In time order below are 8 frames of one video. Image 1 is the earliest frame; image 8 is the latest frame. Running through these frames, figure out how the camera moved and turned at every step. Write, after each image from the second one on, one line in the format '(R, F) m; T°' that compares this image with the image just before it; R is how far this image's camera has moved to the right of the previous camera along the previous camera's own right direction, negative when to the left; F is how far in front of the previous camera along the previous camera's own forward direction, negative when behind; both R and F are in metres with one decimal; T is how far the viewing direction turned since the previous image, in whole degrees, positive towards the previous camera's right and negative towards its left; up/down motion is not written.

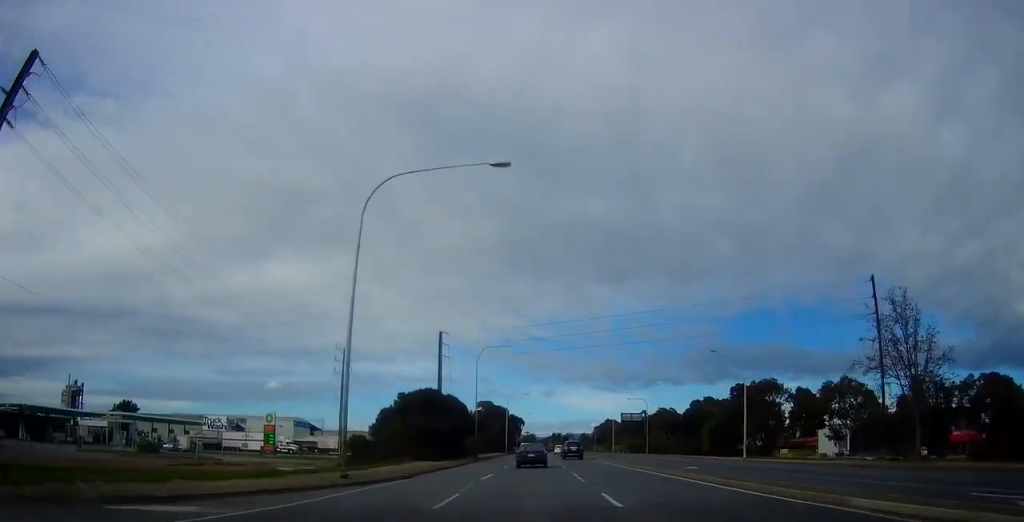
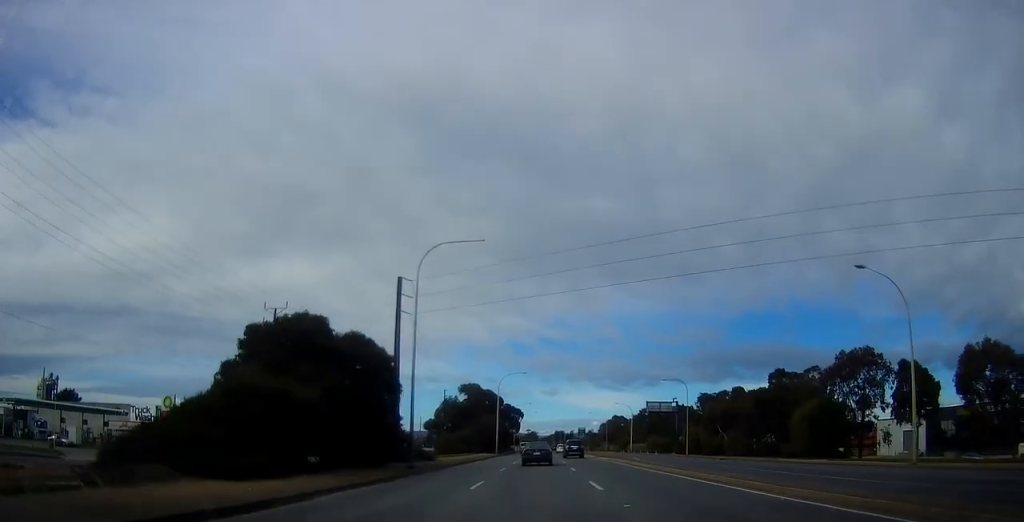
(+0.2, +29.6) m; -1°
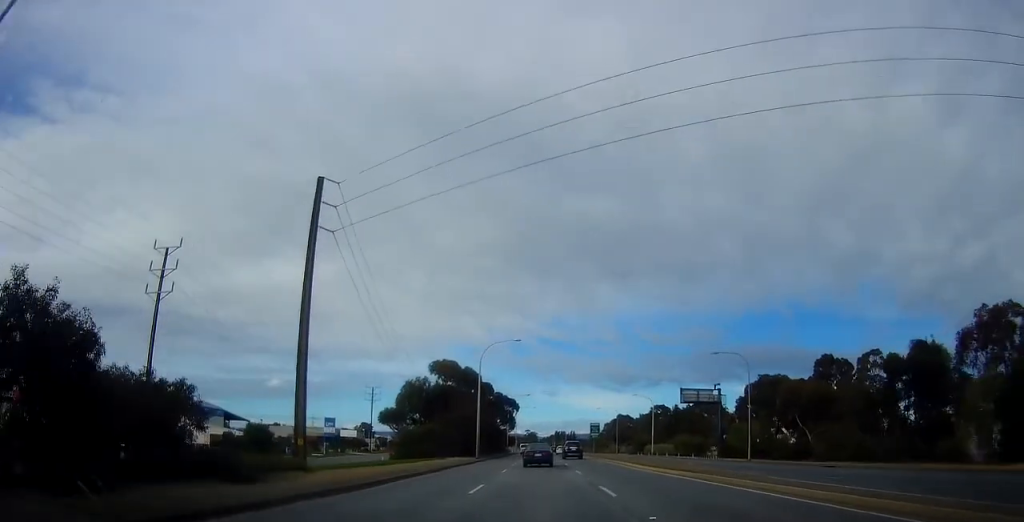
(-0.2, +25.7) m; +1°
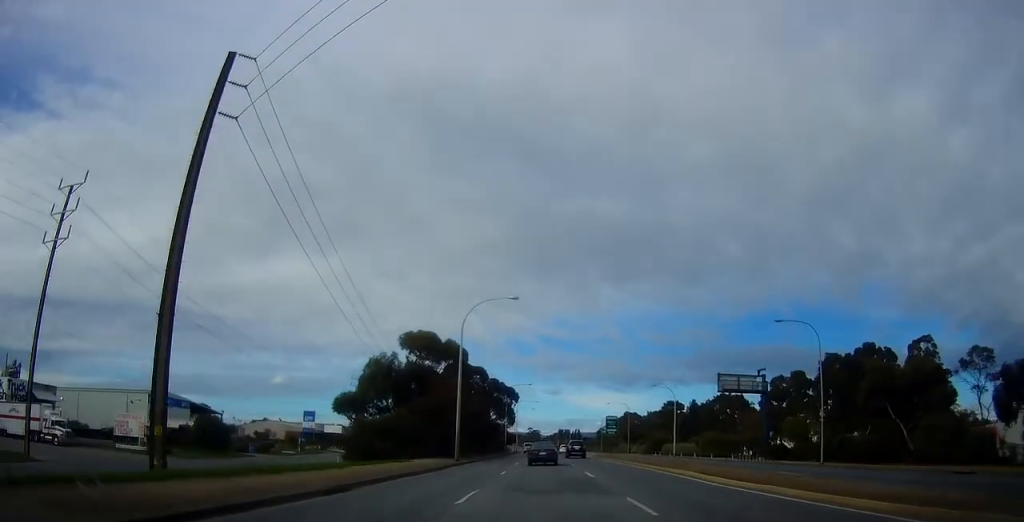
(0.0, +15.7) m; 0°
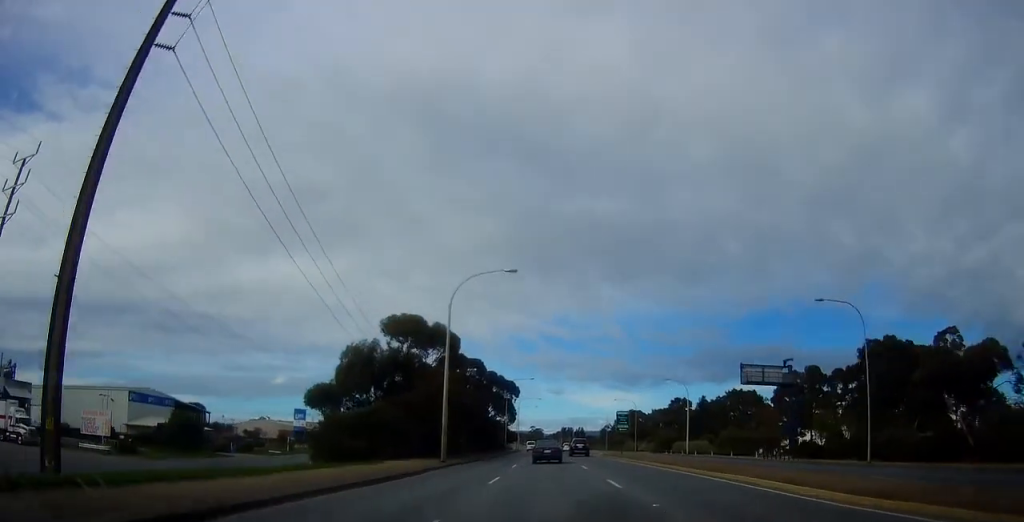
(0.0, +6.8) m; -1°
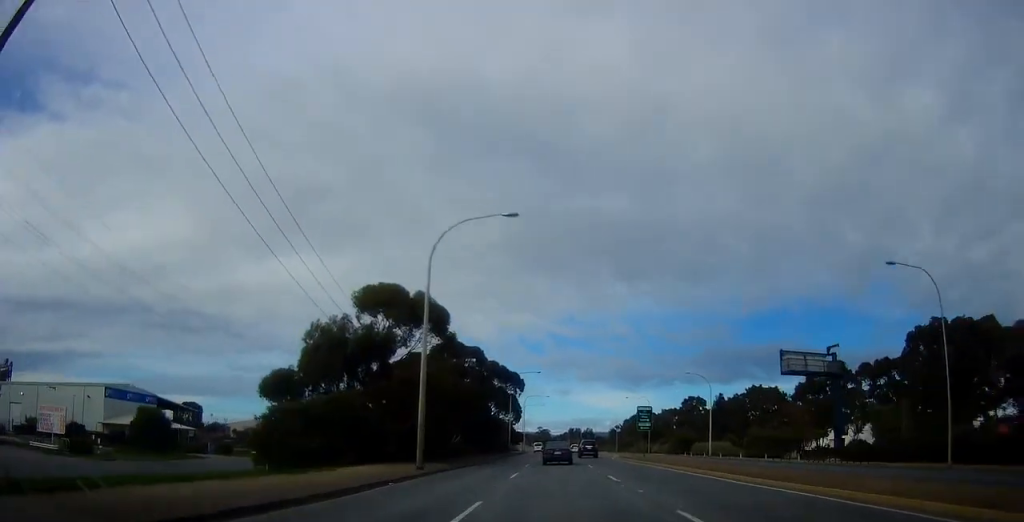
(+0.1, +8.5) m; -1°
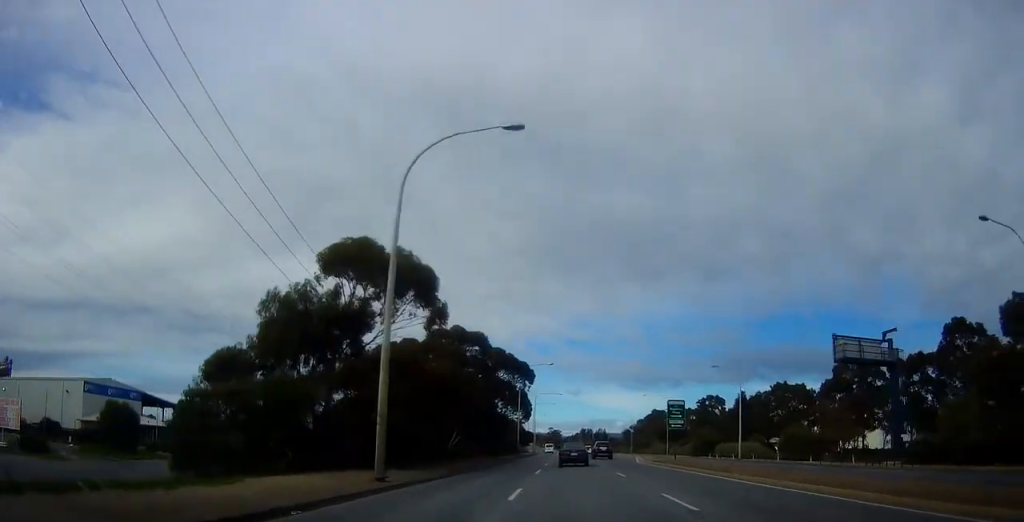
(-0.1, +8.0) m; -1°
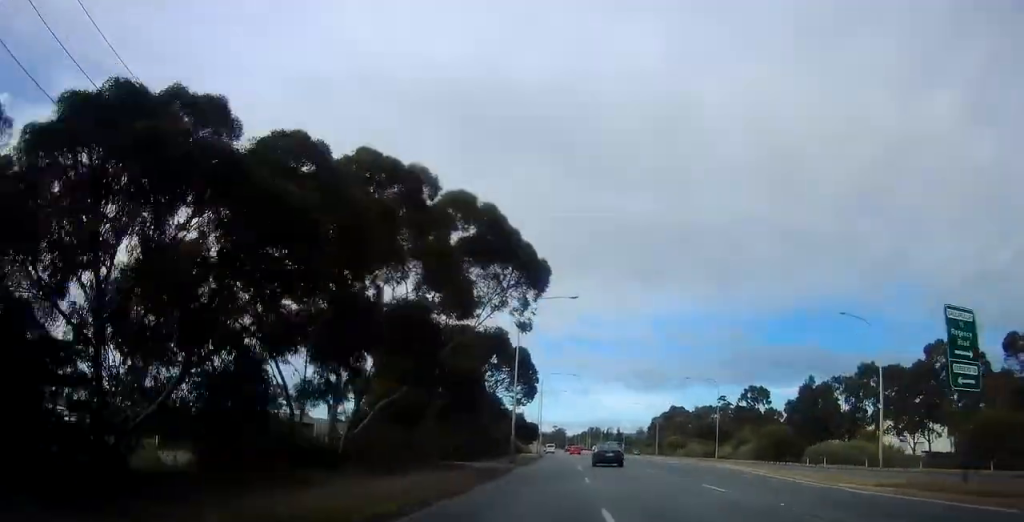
(-0.6, +30.9) m; +1°
